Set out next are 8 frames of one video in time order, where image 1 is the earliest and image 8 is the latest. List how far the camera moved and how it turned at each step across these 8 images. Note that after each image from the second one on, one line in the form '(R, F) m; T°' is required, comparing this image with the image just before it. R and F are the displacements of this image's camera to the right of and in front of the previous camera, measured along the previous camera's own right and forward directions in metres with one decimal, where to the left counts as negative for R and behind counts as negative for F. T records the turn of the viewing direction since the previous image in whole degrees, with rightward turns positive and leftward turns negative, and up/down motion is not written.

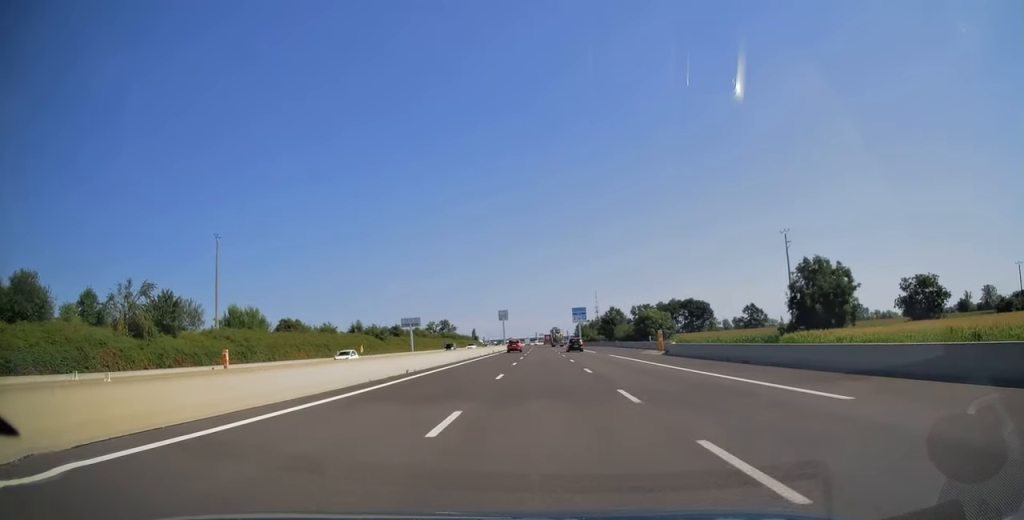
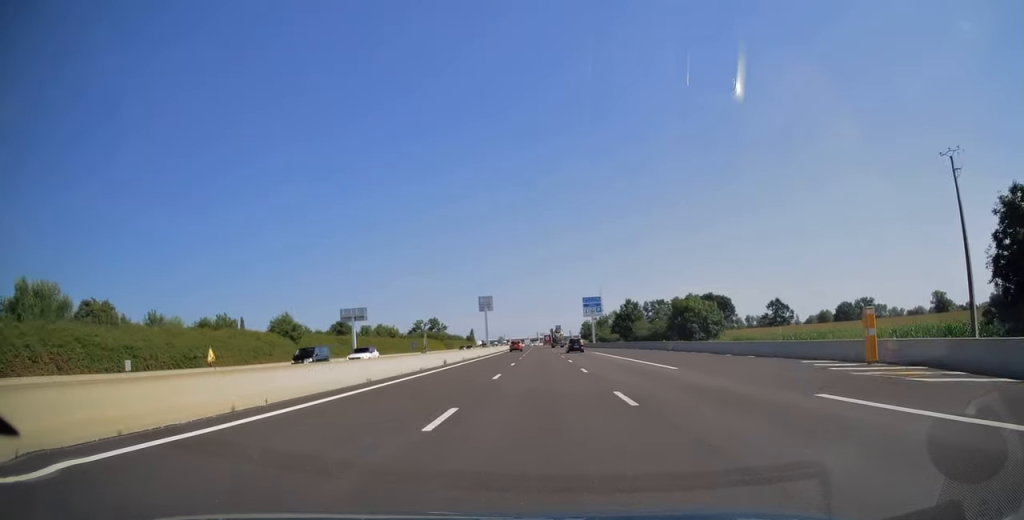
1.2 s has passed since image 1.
(-0.1, +38.7) m; 0°
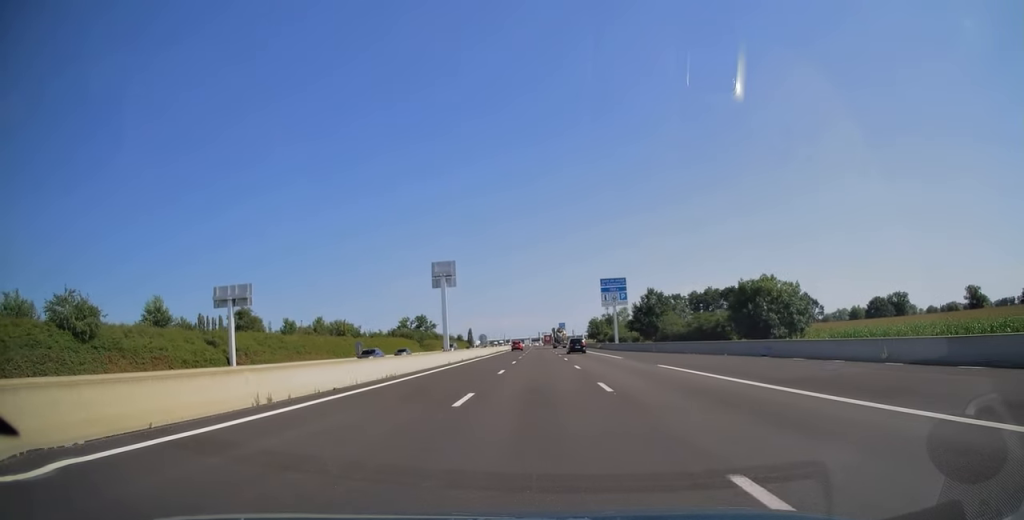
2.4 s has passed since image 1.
(0.0, +35.5) m; 0°
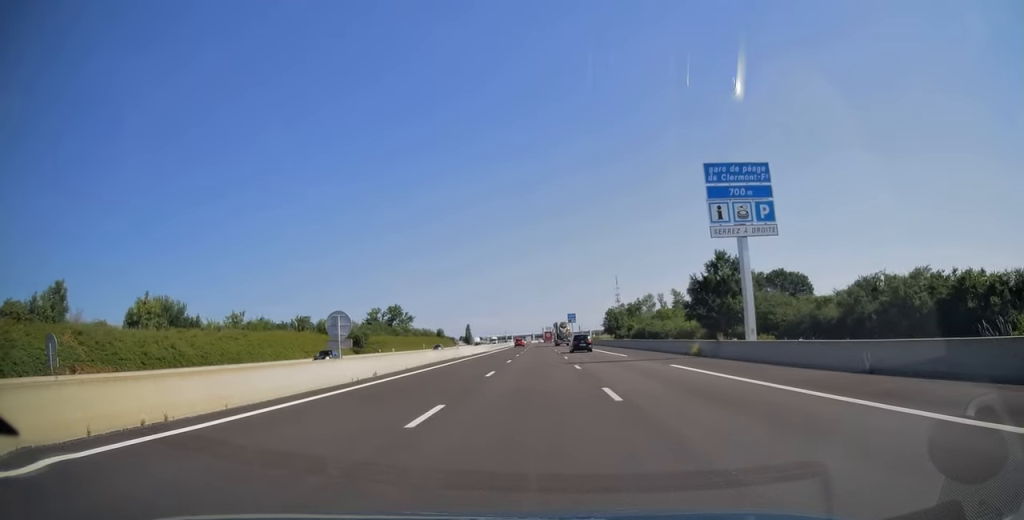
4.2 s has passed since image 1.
(-0.2, +55.5) m; 0°
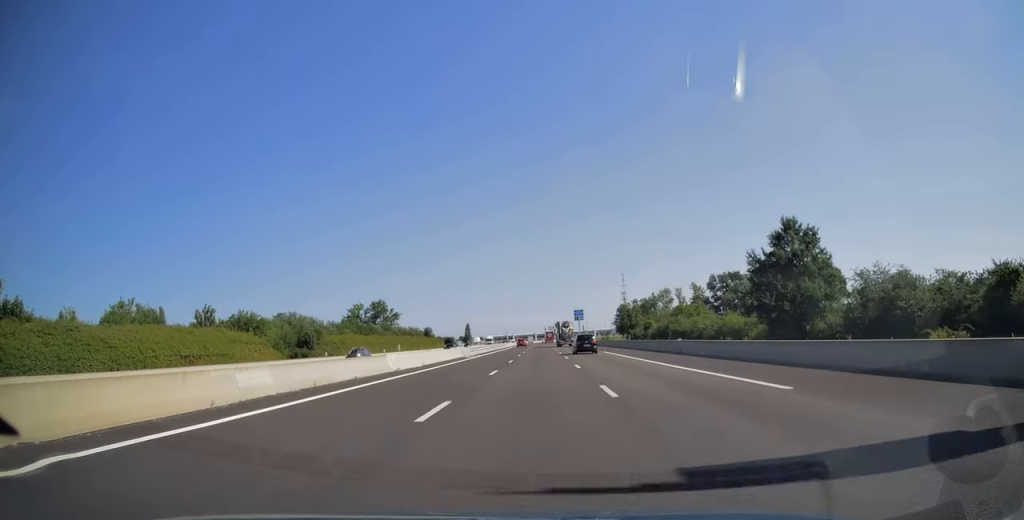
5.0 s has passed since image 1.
(0.0, +25.2) m; 0°
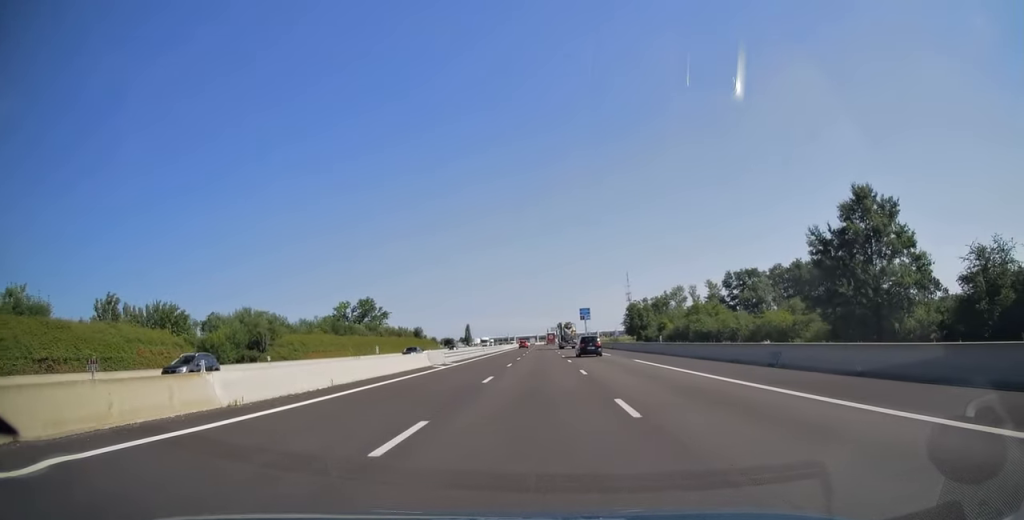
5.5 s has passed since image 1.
(-0.1, +16.0) m; 0°
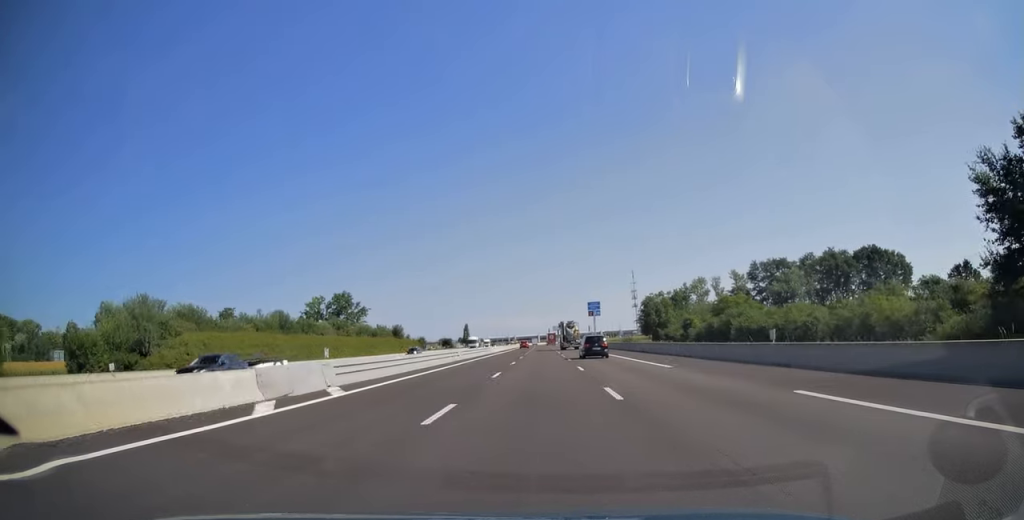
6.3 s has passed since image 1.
(-0.1, +23.2) m; 0°
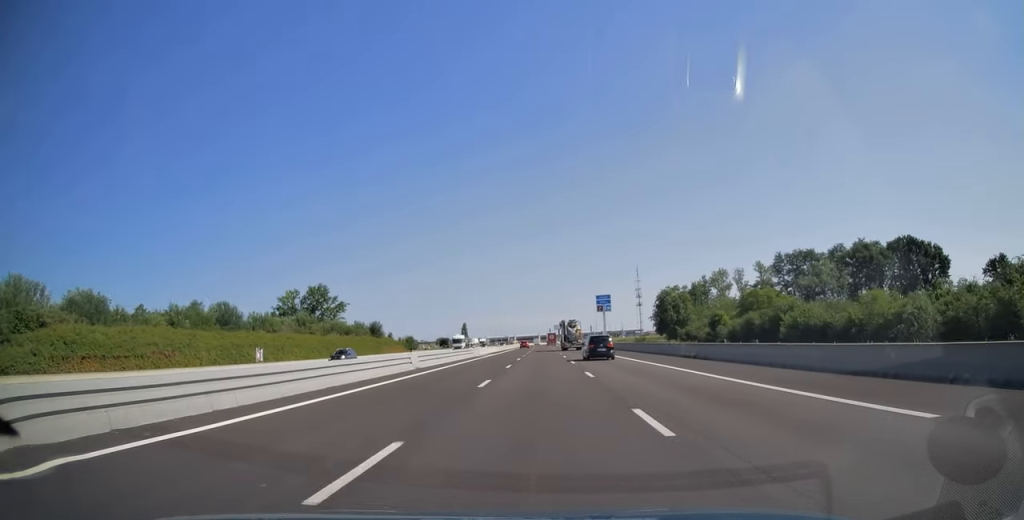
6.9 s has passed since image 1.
(0.0, +18.0) m; 0°
